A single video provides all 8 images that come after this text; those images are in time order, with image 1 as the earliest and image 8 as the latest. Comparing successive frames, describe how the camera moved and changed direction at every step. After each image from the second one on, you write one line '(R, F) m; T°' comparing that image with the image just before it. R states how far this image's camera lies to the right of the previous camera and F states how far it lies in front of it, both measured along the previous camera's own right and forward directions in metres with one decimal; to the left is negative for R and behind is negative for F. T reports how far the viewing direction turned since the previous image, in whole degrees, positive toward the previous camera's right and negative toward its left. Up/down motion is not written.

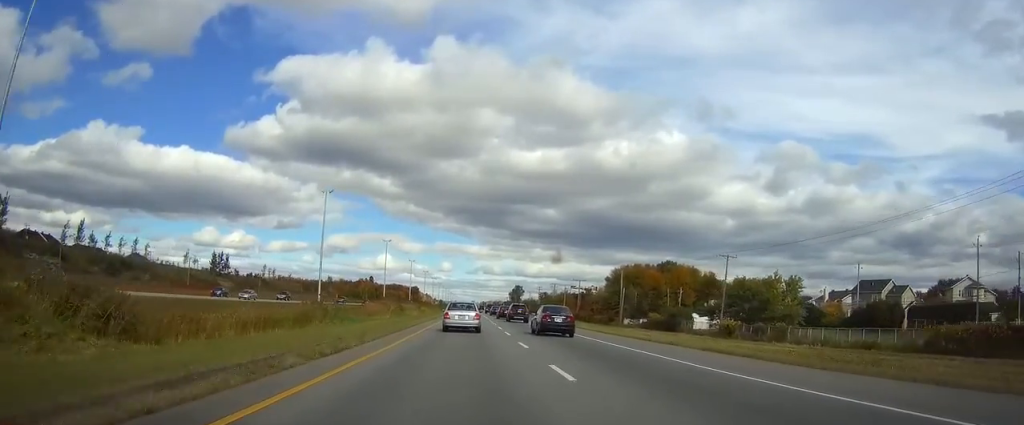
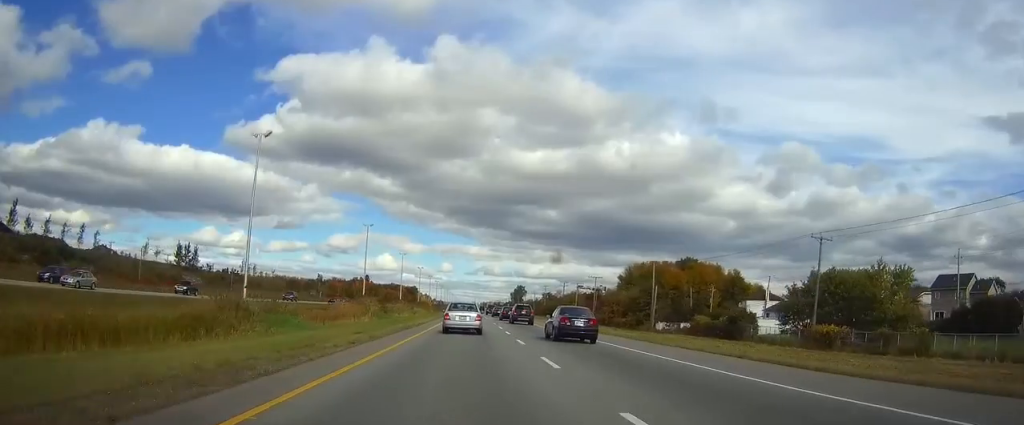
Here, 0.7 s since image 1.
(0.0, +24.4) m; 0°
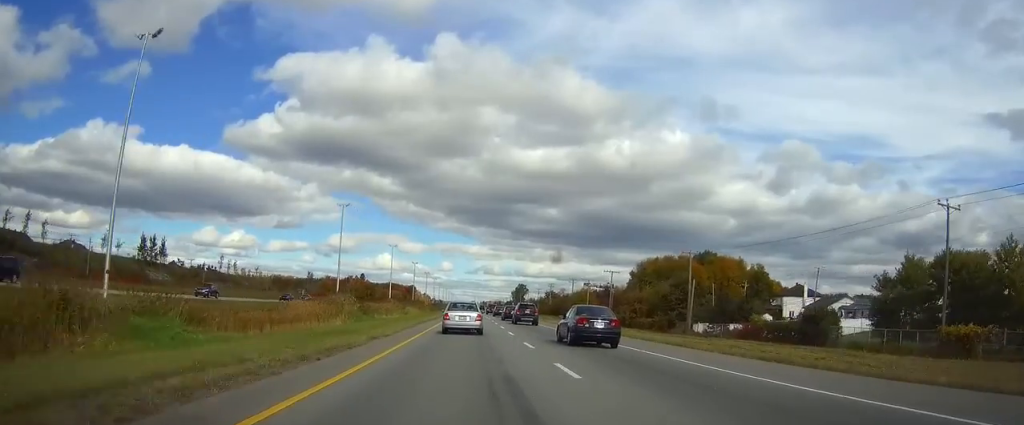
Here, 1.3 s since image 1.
(0.0, +19.9) m; 0°
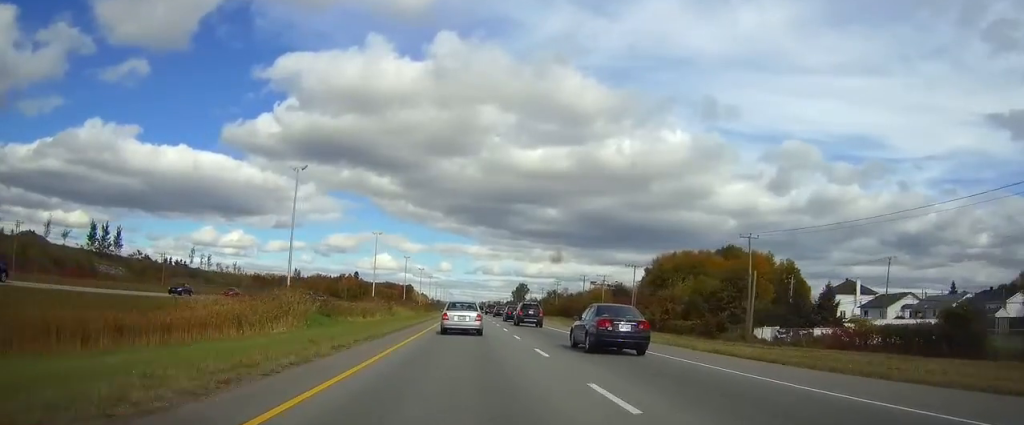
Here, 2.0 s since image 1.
(0.0, +22.1) m; 0°
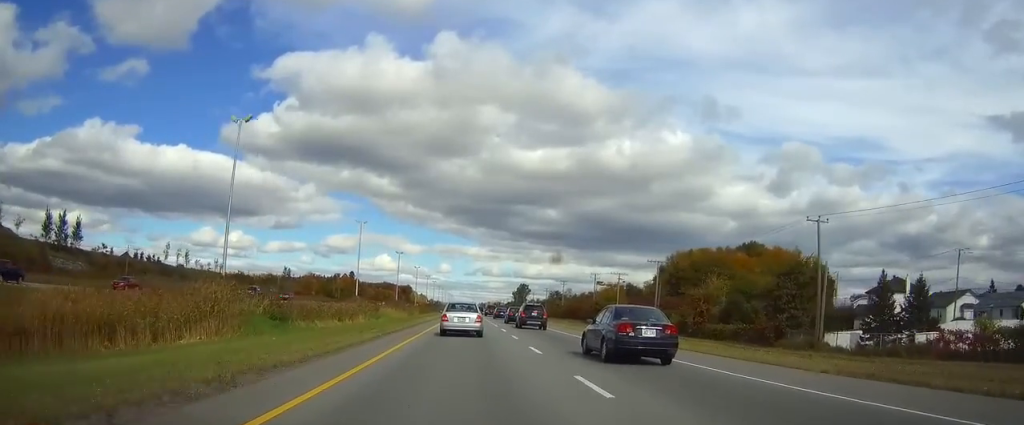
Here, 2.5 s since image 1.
(+0.1, +16.5) m; 0°
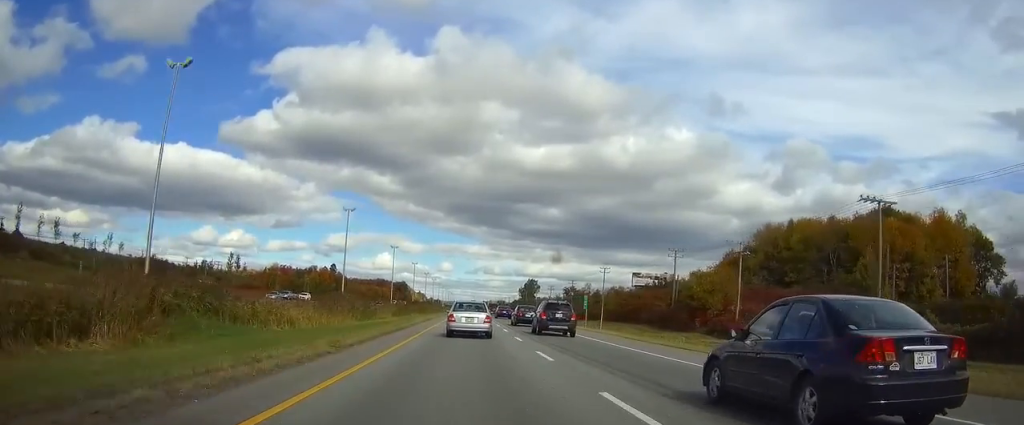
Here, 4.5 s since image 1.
(0.0, +65.4) m; 0°
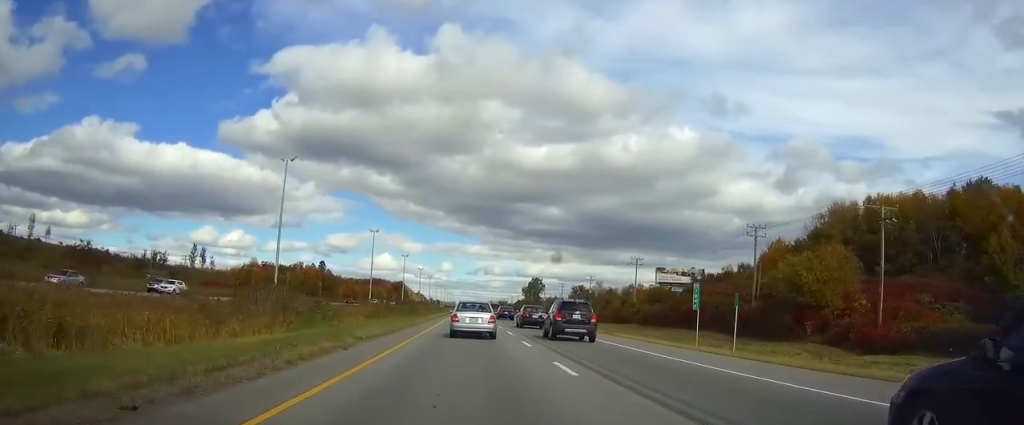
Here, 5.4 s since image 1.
(-0.1, +30.3) m; 0°
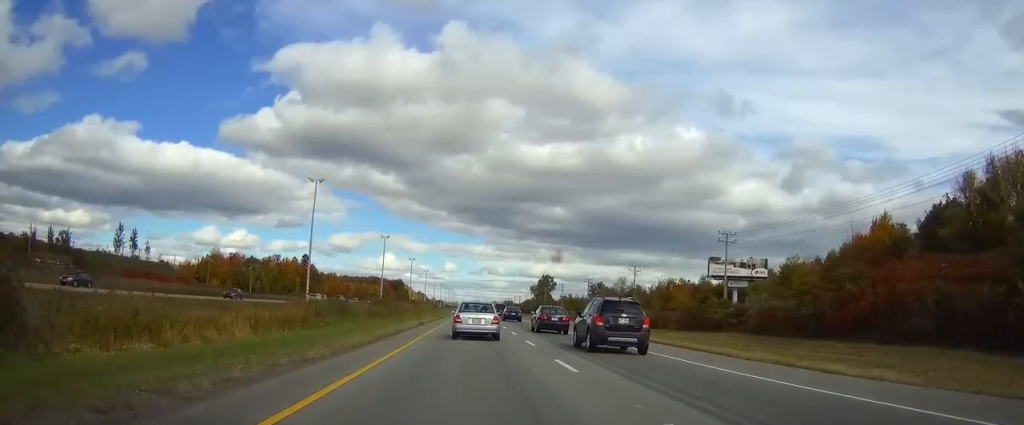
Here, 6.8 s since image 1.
(+0.1, +44.5) m; 0°
